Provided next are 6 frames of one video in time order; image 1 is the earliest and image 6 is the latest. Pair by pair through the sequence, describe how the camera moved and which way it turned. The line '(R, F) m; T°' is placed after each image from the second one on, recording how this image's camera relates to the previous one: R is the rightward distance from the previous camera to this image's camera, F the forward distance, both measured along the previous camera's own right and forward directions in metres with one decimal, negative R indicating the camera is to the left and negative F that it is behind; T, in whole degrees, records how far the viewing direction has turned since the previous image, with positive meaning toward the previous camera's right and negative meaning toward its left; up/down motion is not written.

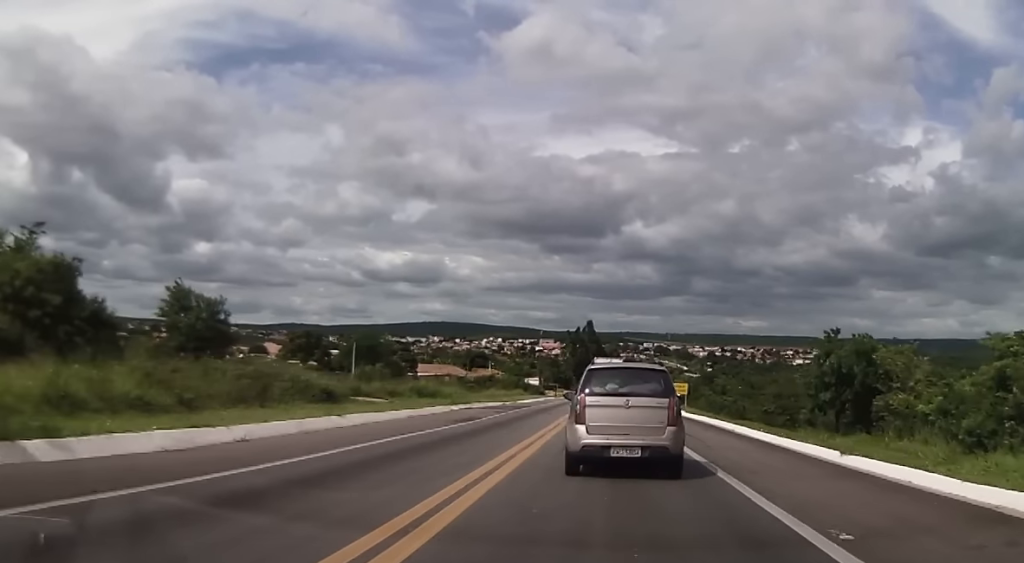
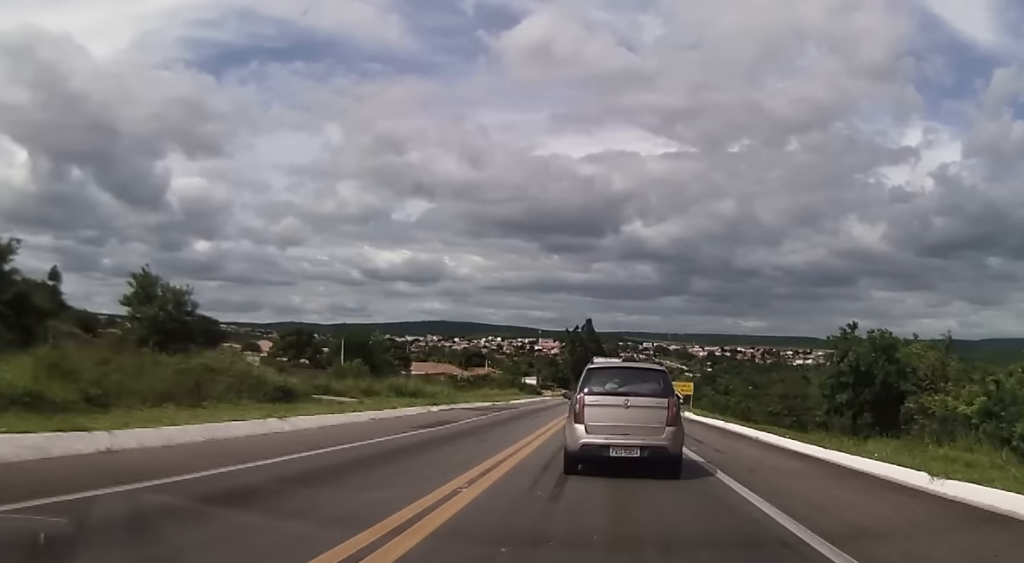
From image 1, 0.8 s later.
(0.0, +4.9) m; +1°
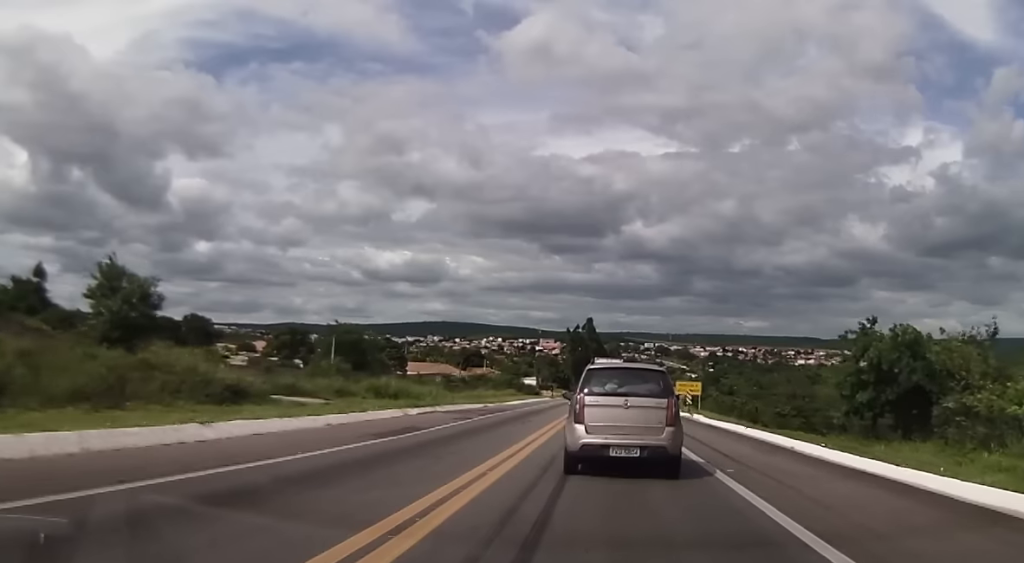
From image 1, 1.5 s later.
(-0.2, +4.5) m; 0°
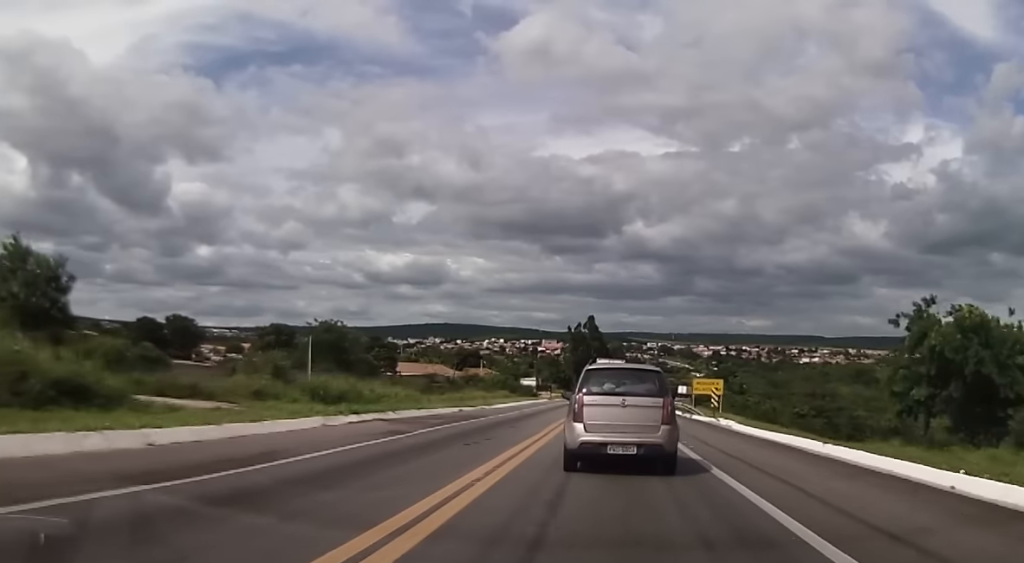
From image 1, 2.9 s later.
(+0.4, +9.7) m; -1°
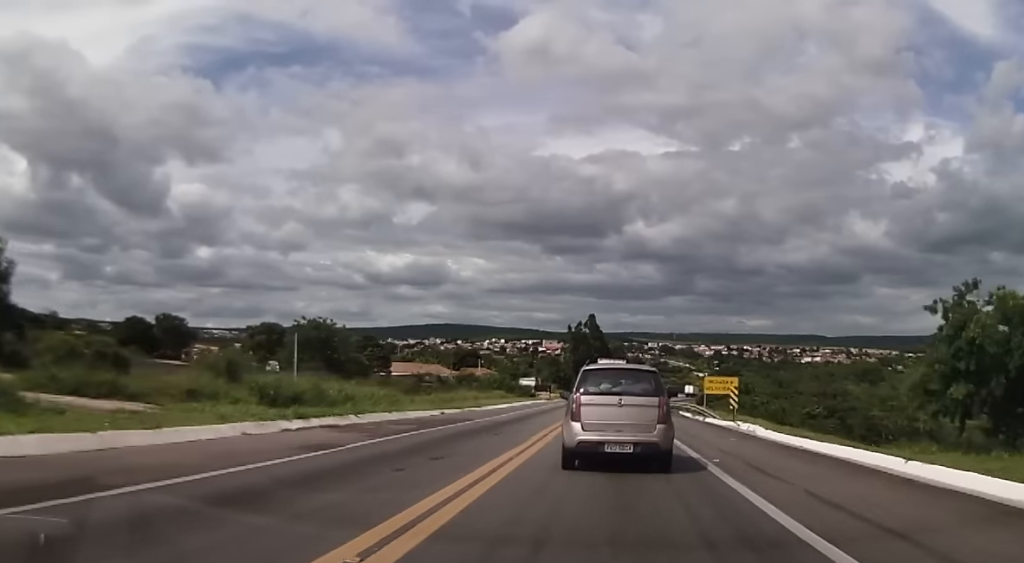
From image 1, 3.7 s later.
(-0.1, +5.1) m; -2°
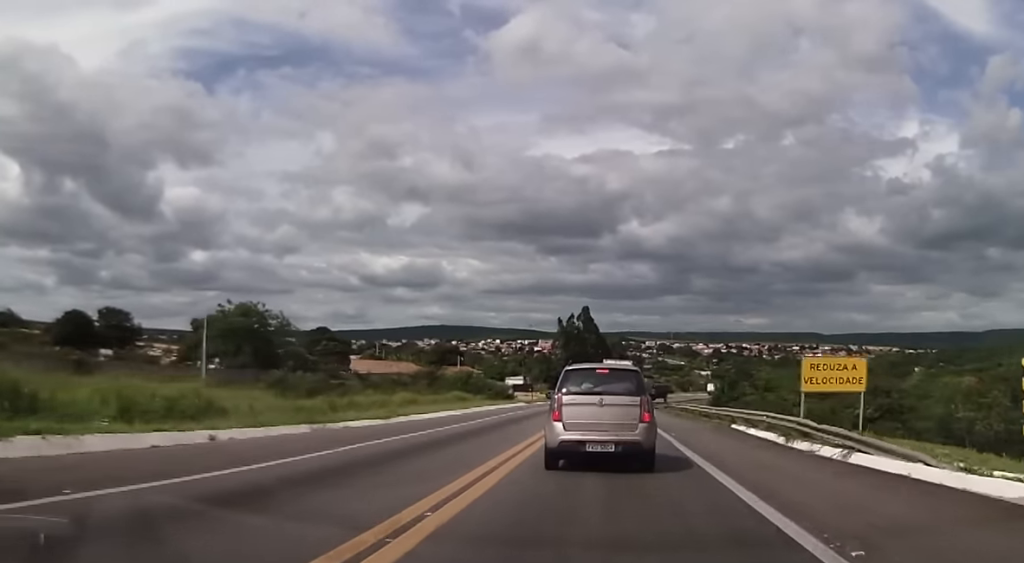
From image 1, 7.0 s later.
(+1.0, +22.3) m; +4°
